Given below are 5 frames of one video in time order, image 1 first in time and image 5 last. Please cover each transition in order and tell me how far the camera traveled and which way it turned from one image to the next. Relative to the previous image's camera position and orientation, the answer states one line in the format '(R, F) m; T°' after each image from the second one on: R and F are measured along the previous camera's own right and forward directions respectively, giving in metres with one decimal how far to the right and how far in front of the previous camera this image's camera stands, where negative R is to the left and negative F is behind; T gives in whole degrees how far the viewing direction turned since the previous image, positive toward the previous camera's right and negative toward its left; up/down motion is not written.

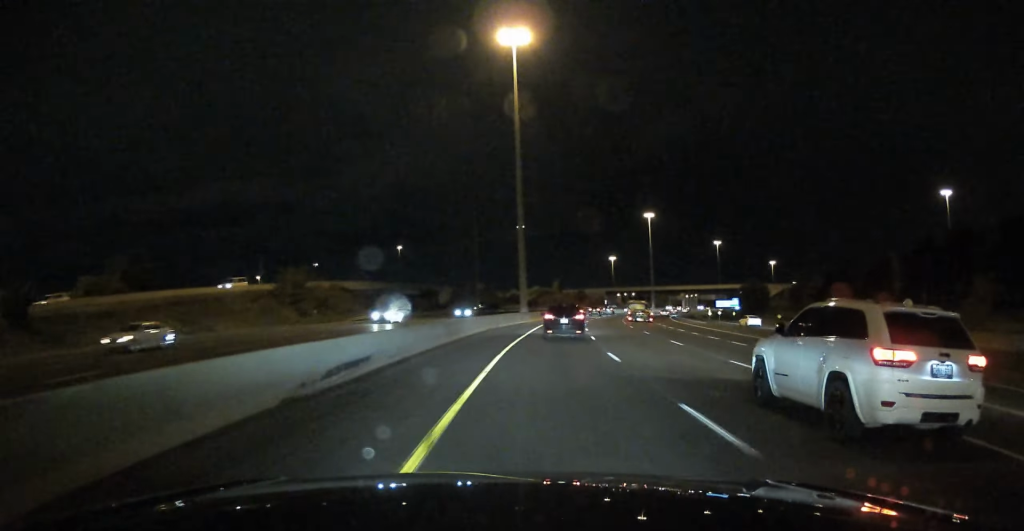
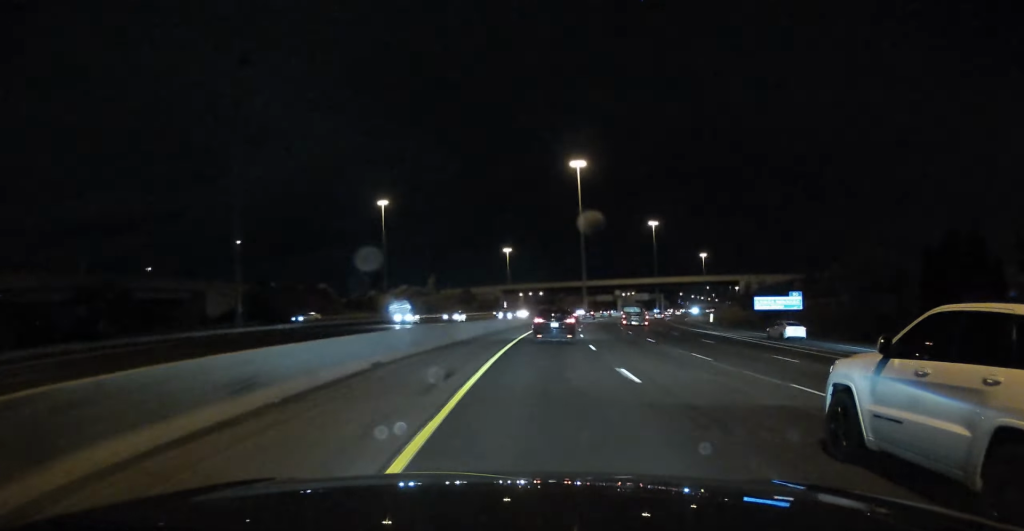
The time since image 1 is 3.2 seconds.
(+11.2, +95.8) m; +10°
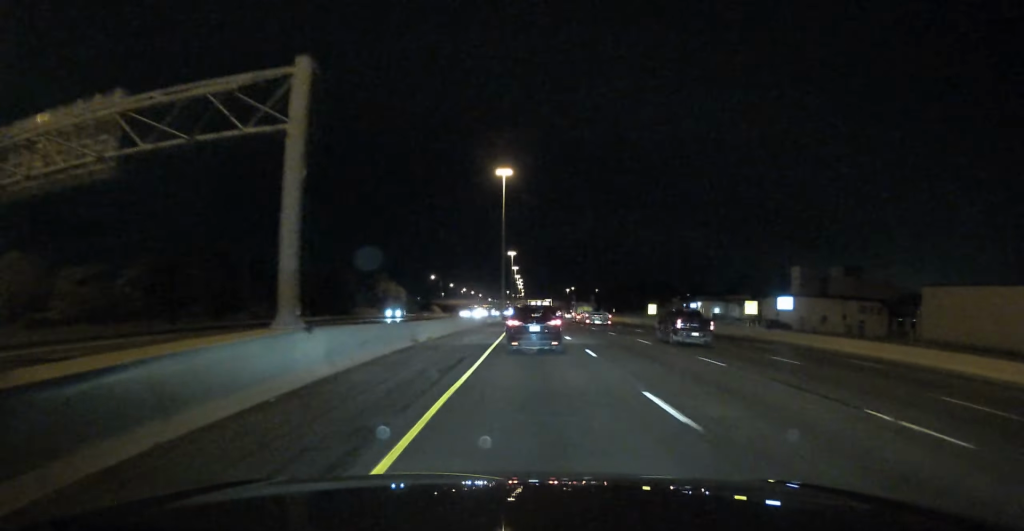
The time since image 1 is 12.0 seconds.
(+51.0, +260.7) m; +17°
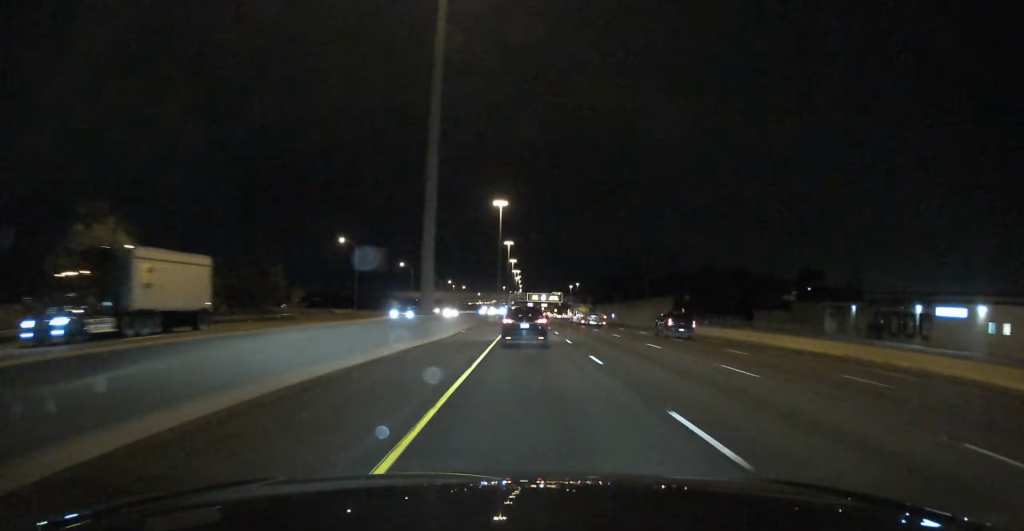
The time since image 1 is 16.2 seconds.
(+4.1, +130.2) m; +2°
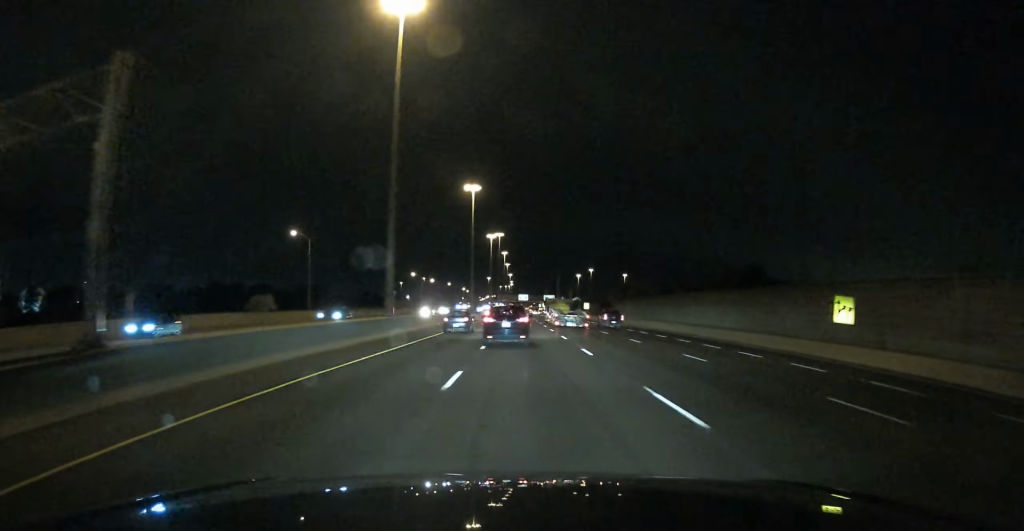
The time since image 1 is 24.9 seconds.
(+0.1, +273.6) m; 0°
